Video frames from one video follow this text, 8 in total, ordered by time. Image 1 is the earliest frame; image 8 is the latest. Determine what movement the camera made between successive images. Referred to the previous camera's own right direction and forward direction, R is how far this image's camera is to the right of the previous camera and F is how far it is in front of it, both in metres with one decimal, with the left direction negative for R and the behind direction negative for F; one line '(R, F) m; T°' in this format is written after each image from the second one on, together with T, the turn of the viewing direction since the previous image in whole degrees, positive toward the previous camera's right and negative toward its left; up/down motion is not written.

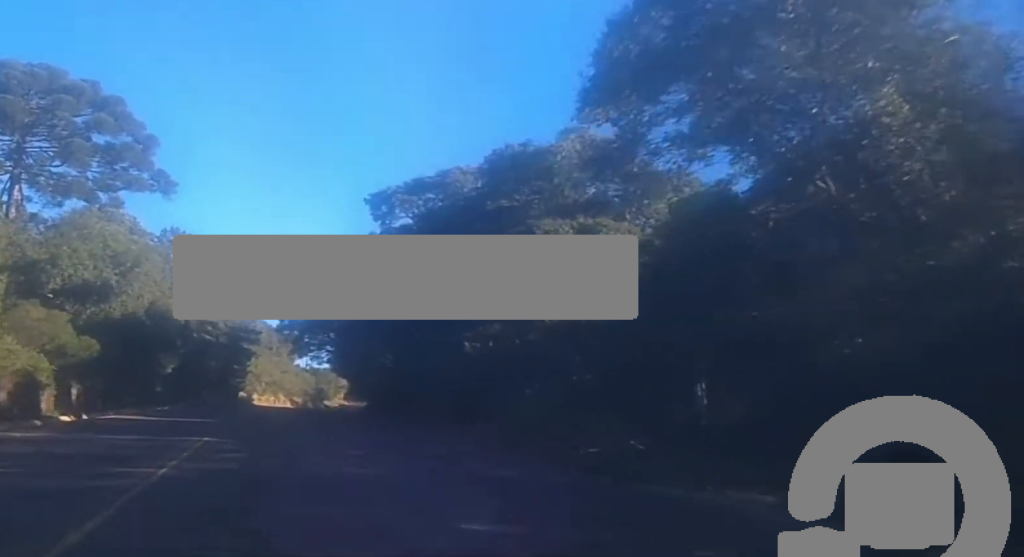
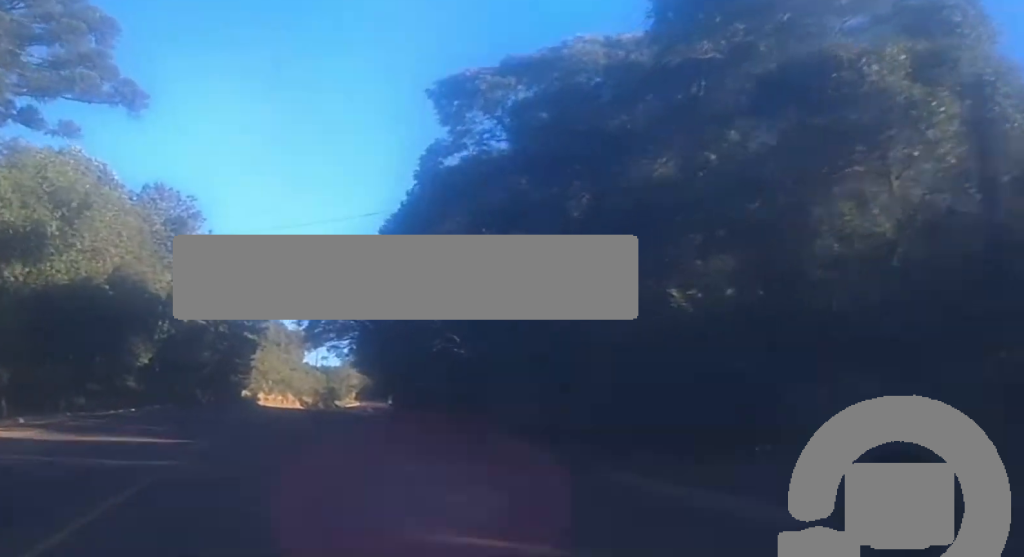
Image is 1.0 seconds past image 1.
(-0.5, +21.6) m; -1°
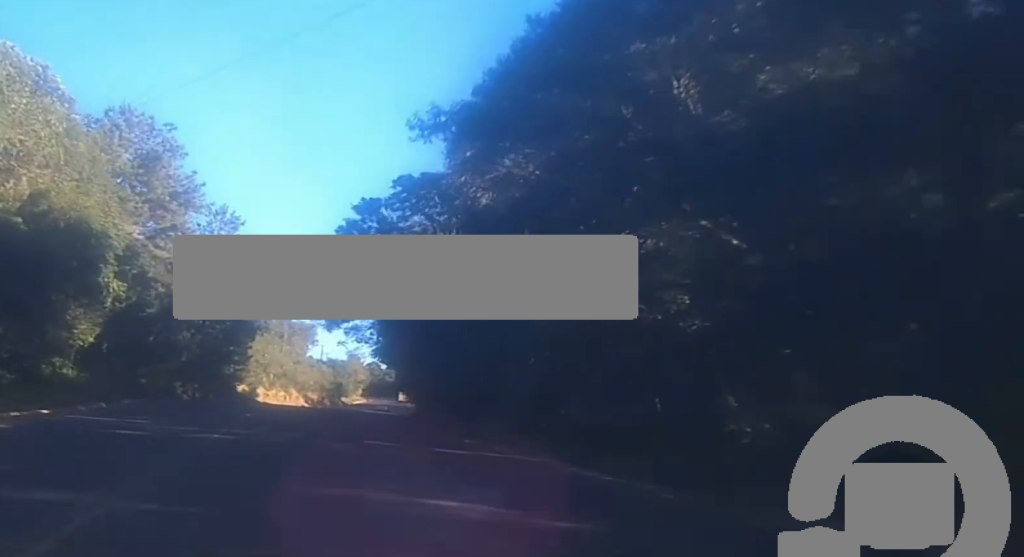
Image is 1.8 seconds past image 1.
(0.0, +19.7) m; 0°
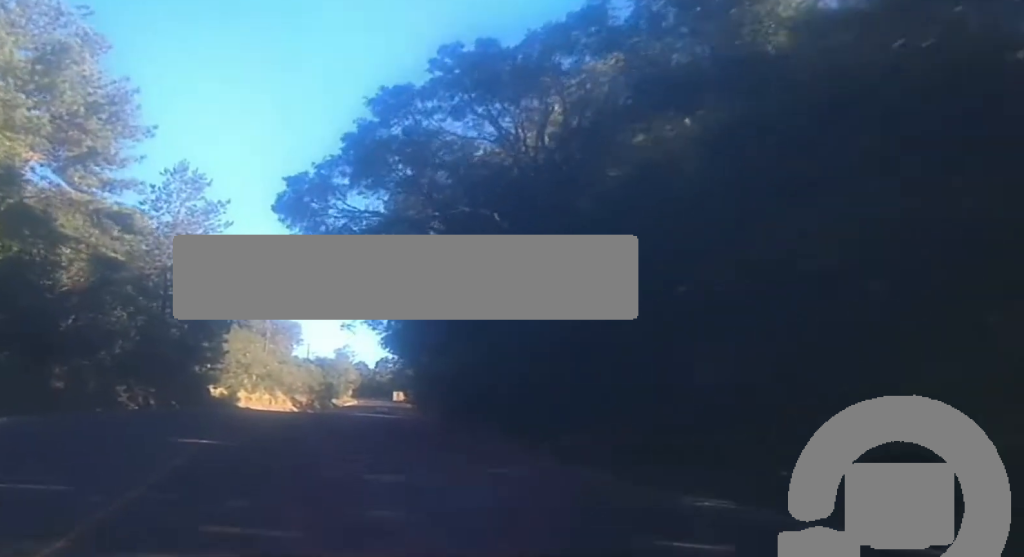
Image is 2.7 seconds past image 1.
(-0.1, +20.0) m; 0°
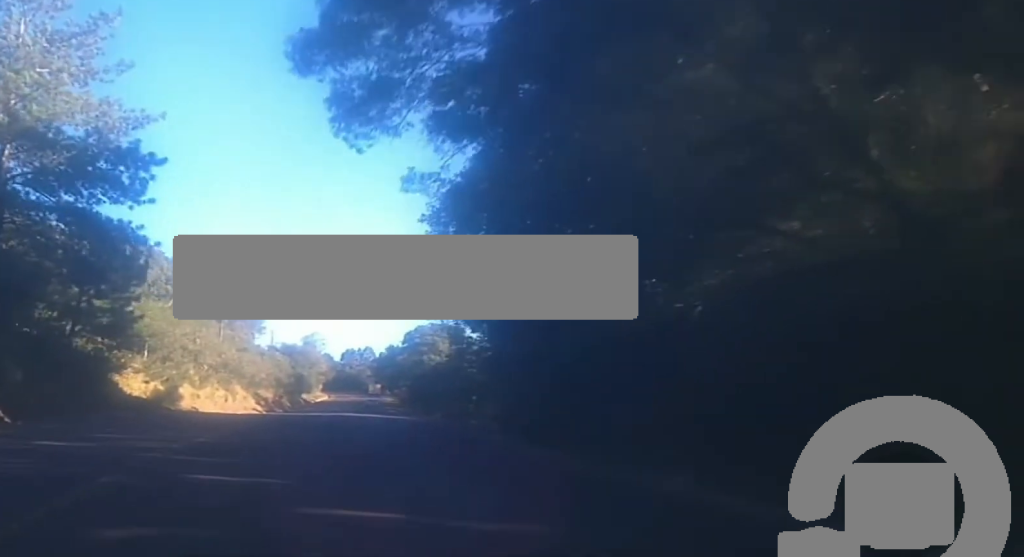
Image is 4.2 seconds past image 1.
(+0.3, +35.1) m; +2°
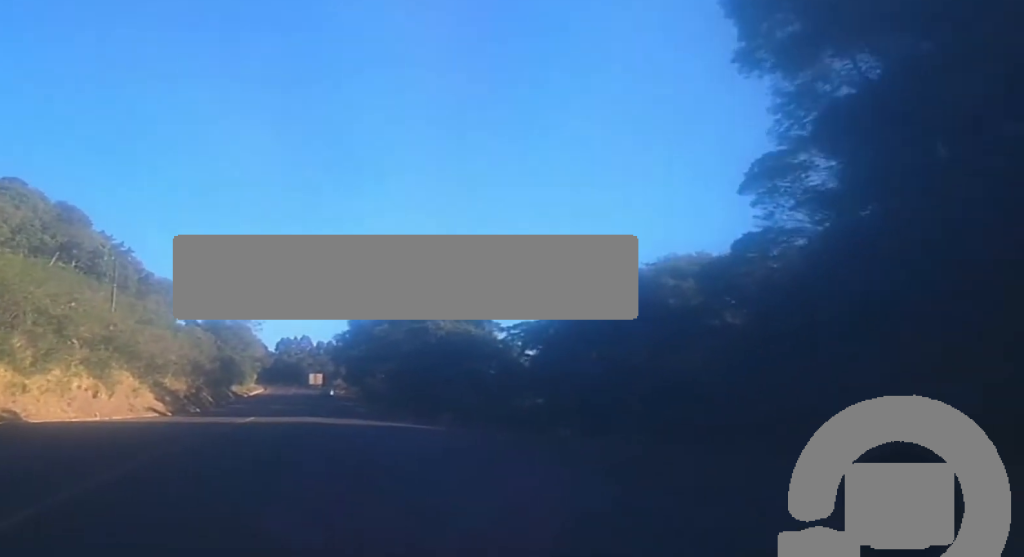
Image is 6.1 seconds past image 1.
(+1.9, +45.2) m; +4°
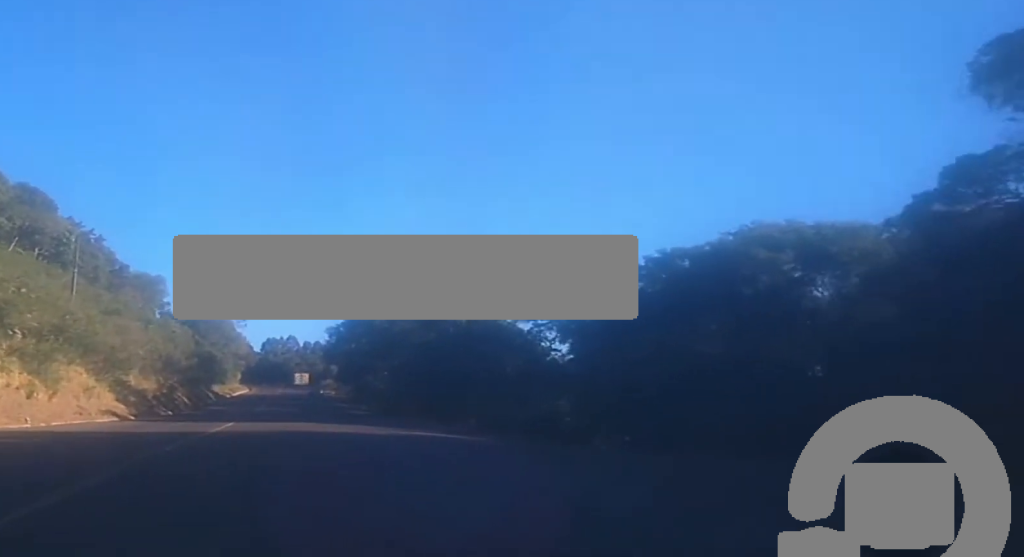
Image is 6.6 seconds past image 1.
(-0.2, +13.0) m; +1°
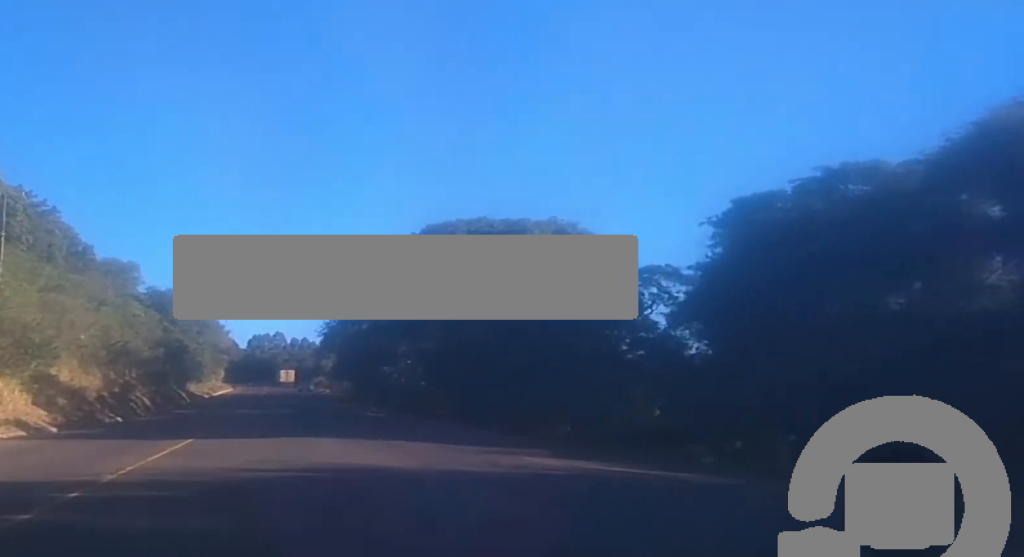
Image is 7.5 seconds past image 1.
(+0.5, +20.6) m; +1°
